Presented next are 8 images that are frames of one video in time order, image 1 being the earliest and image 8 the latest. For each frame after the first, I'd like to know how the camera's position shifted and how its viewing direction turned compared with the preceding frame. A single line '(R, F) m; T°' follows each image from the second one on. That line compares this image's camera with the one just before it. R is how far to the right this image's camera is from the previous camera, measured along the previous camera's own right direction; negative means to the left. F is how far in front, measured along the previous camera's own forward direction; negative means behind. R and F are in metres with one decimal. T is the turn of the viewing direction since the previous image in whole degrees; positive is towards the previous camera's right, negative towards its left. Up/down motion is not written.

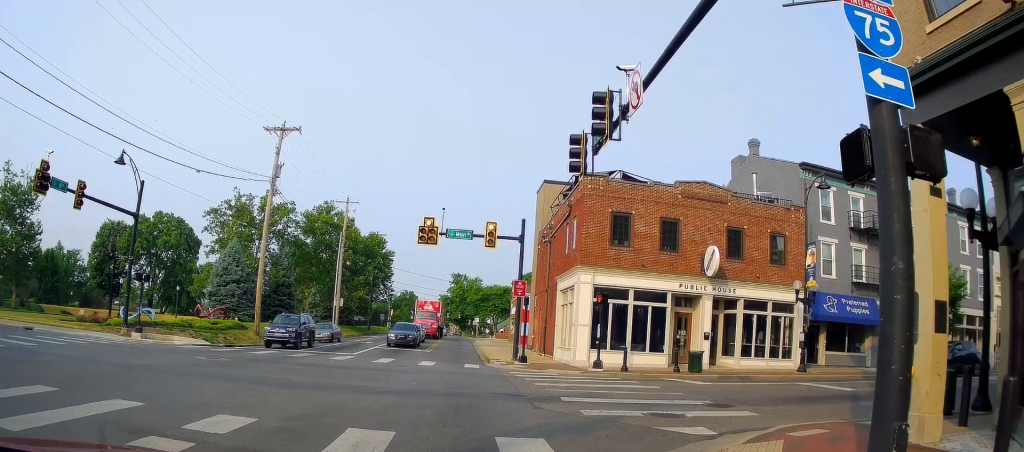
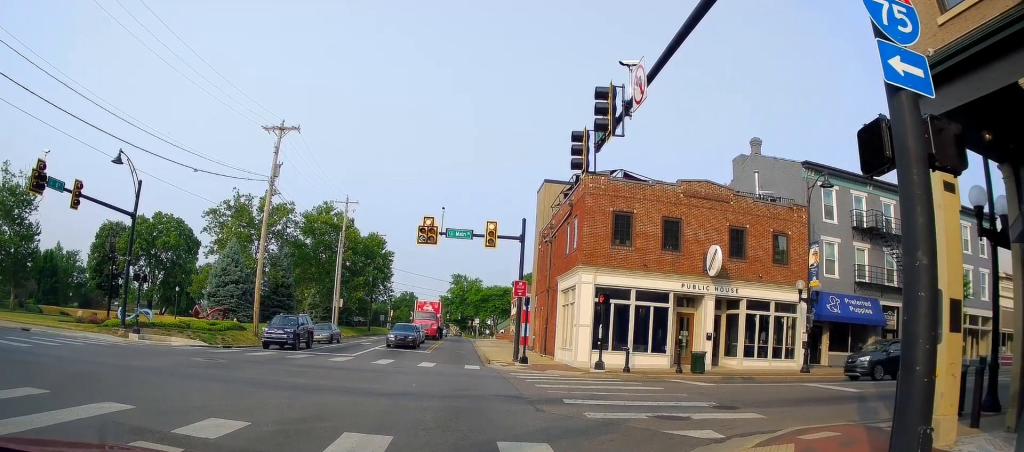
(0.0, +0.2) m; 0°
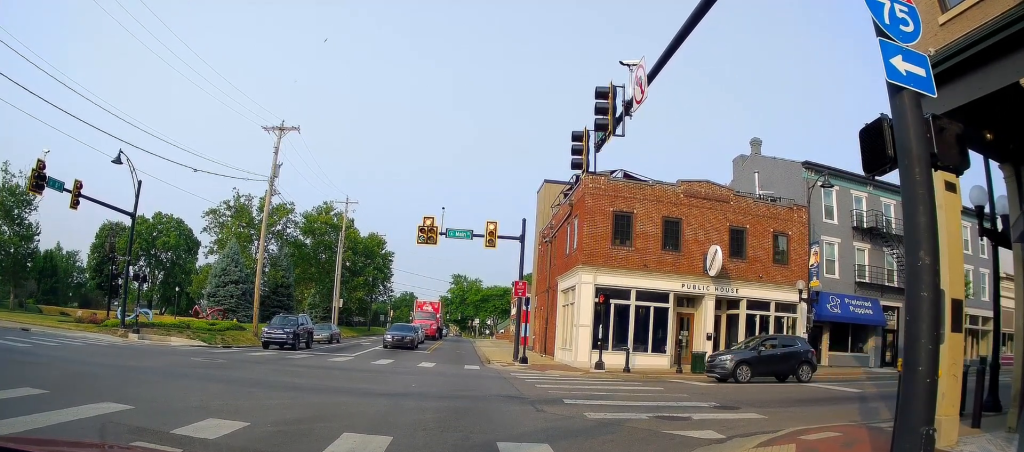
(0.0, 0.0) m; 0°
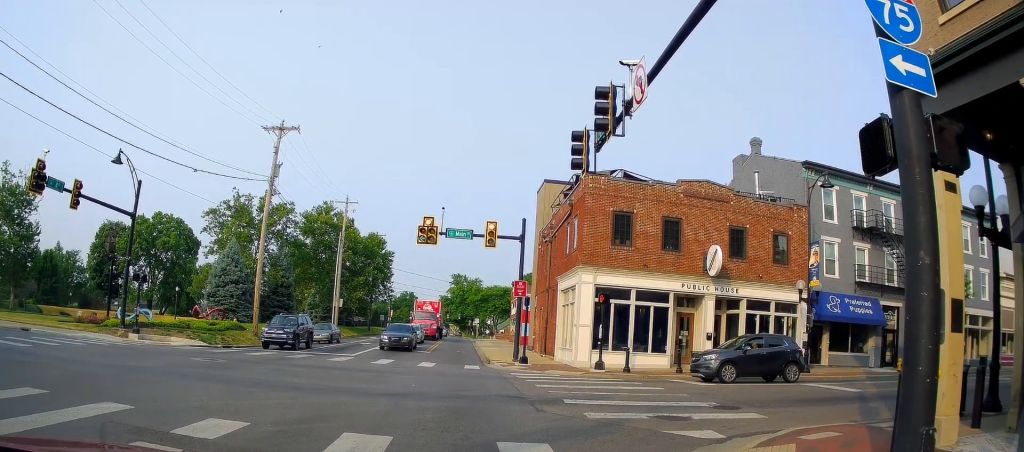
(0.0, 0.0) m; 0°
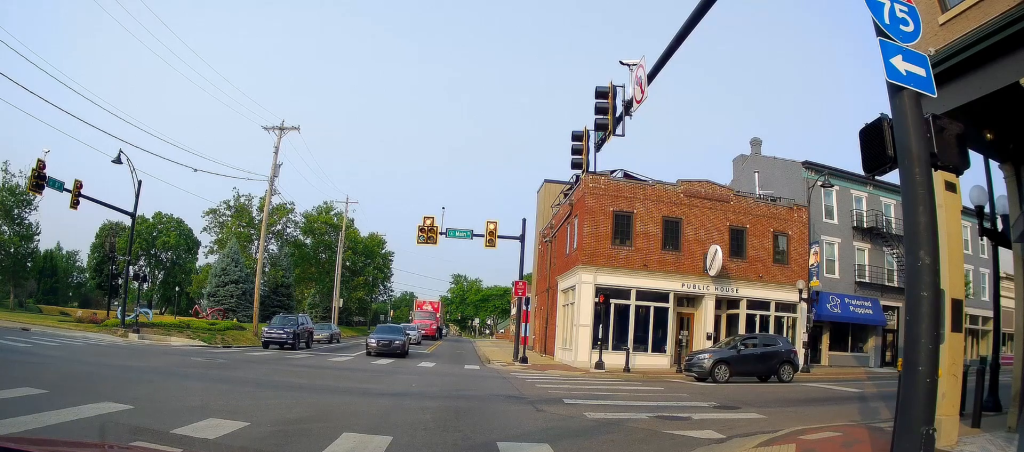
(0.0, 0.0) m; 0°
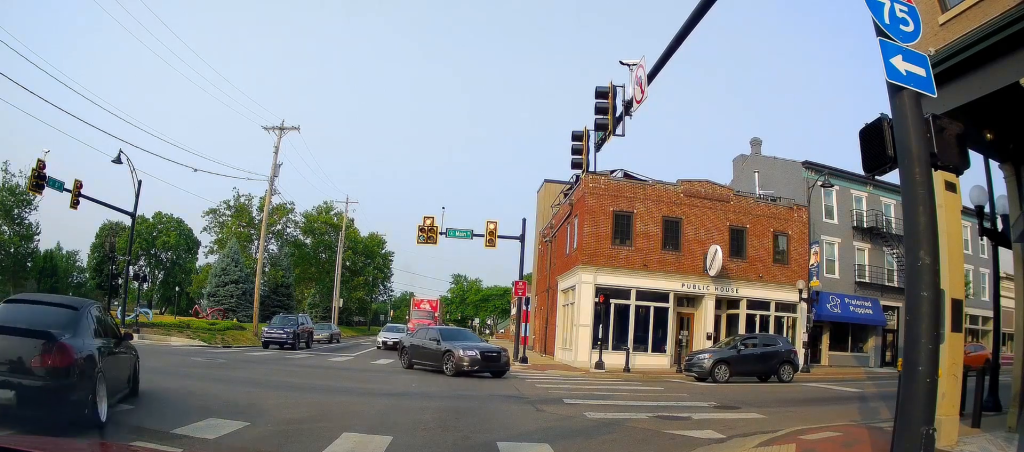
(0.0, 0.0) m; 0°
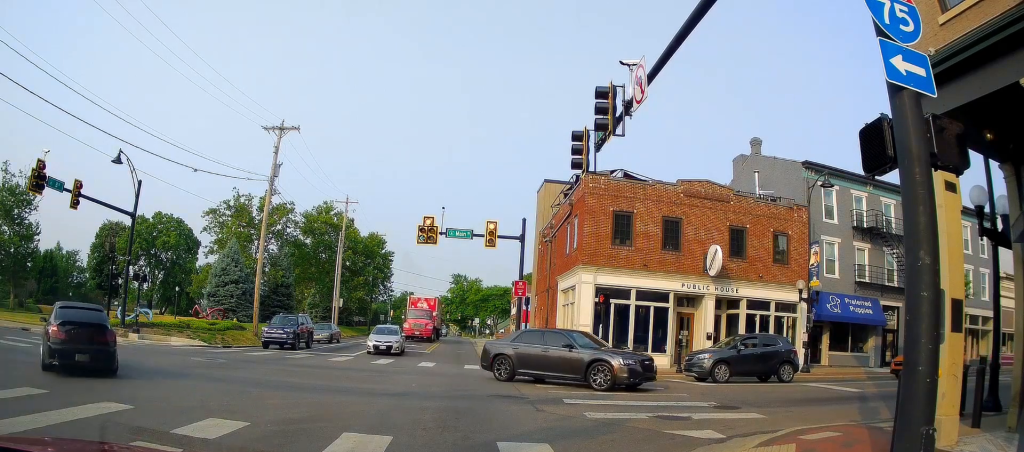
(0.0, 0.0) m; 0°
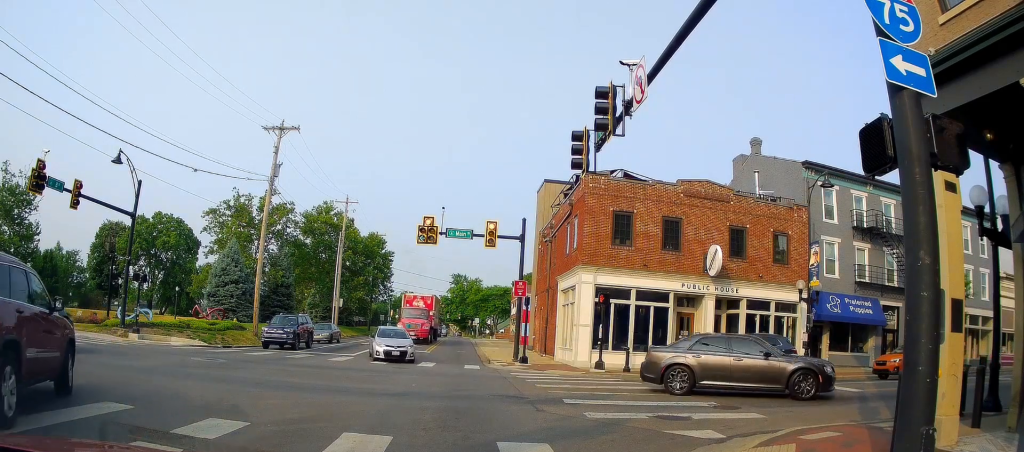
(0.0, 0.0) m; 0°
